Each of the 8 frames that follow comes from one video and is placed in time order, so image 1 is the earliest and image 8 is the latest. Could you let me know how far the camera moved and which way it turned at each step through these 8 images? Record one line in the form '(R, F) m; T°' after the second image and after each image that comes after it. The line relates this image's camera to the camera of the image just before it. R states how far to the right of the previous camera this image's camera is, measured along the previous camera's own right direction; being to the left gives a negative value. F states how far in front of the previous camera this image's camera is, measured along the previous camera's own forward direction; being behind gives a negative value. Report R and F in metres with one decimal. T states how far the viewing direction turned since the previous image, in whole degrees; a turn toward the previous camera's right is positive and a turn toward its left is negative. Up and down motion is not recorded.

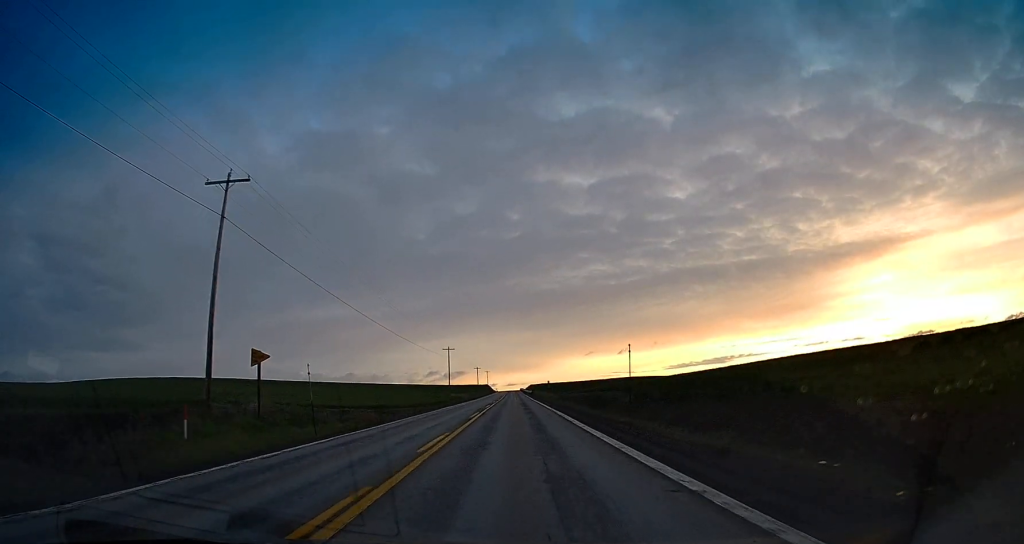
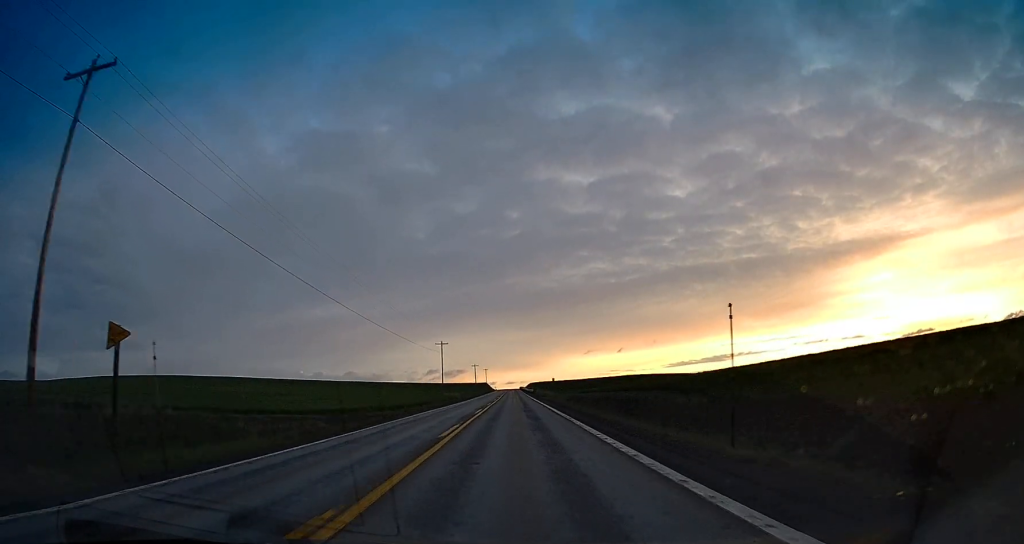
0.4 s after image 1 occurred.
(+0.2, +11.4) m; 0°
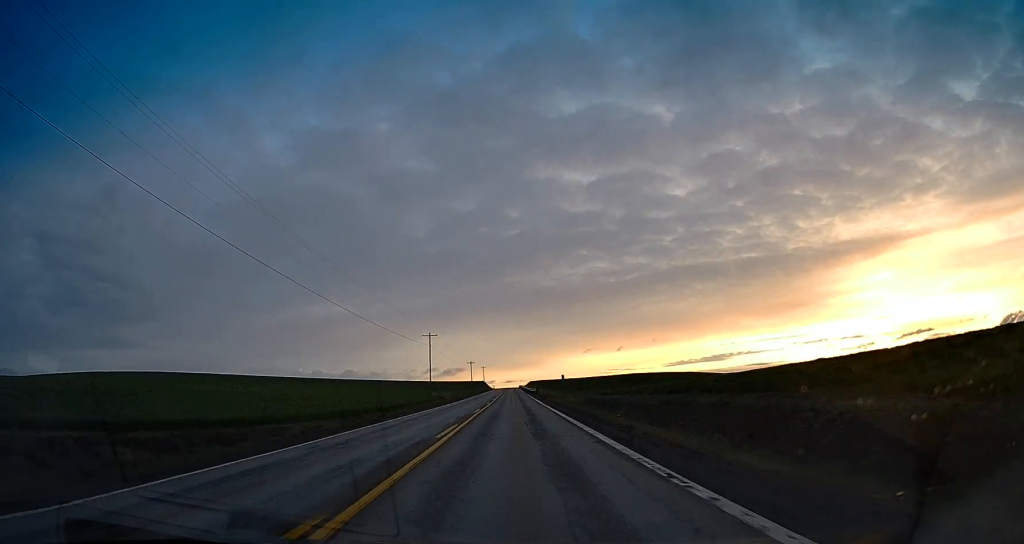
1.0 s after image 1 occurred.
(+0.4, +15.8) m; 0°
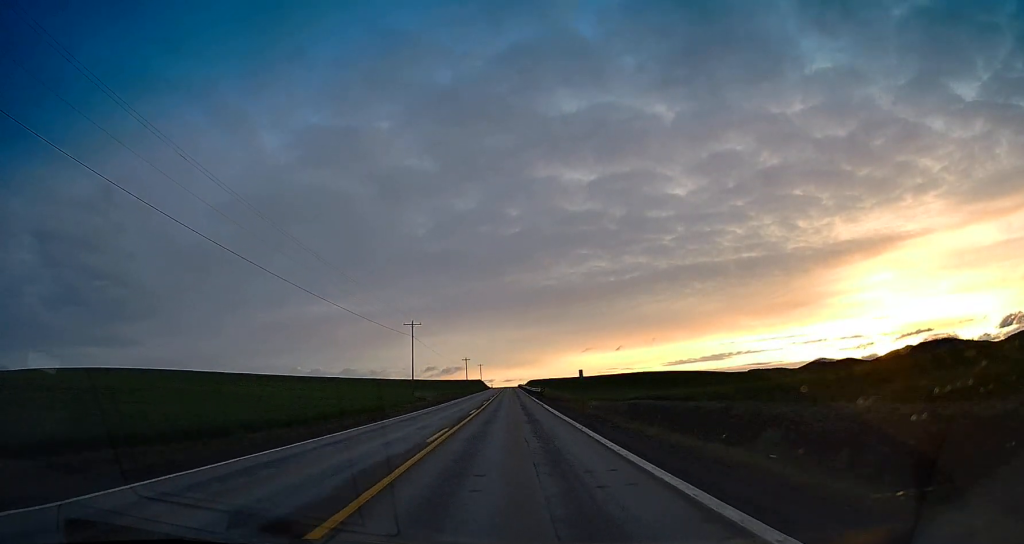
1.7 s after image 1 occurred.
(-0.4, +16.6) m; 0°
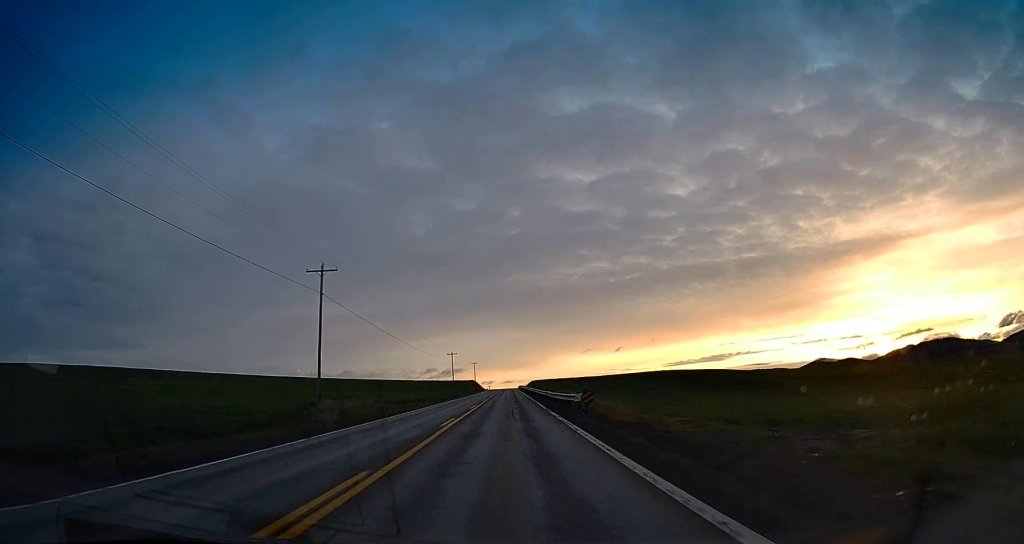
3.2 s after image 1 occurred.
(0.0, +40.0) m; +1°
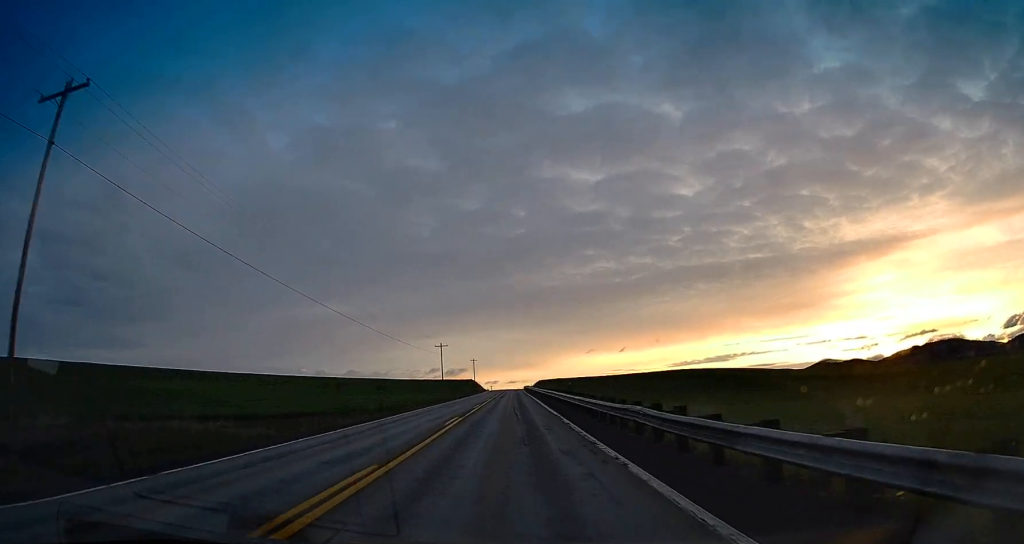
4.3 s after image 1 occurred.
(+0.2, +29.6) m; +1°
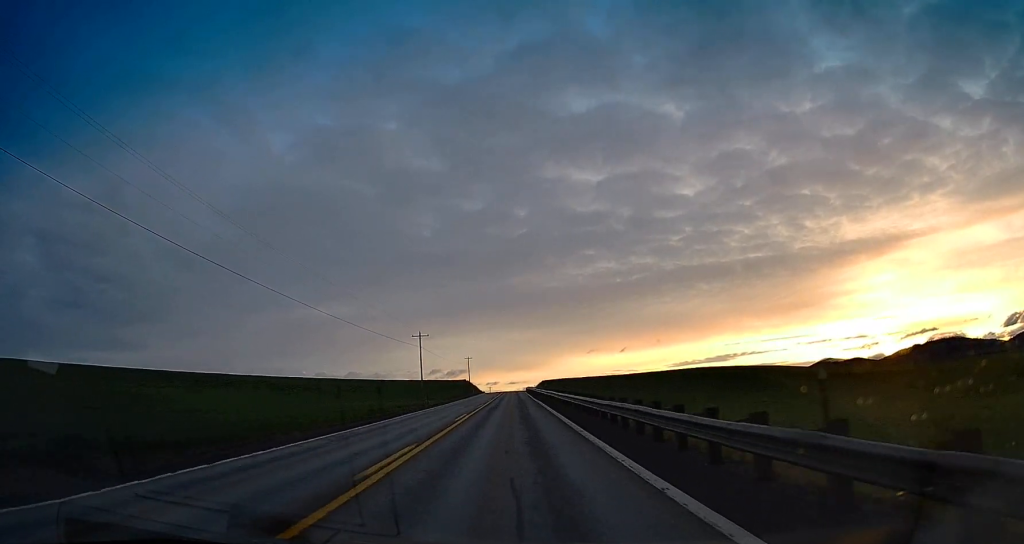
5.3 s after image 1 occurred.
(+0.1, +26.3) m; 0°
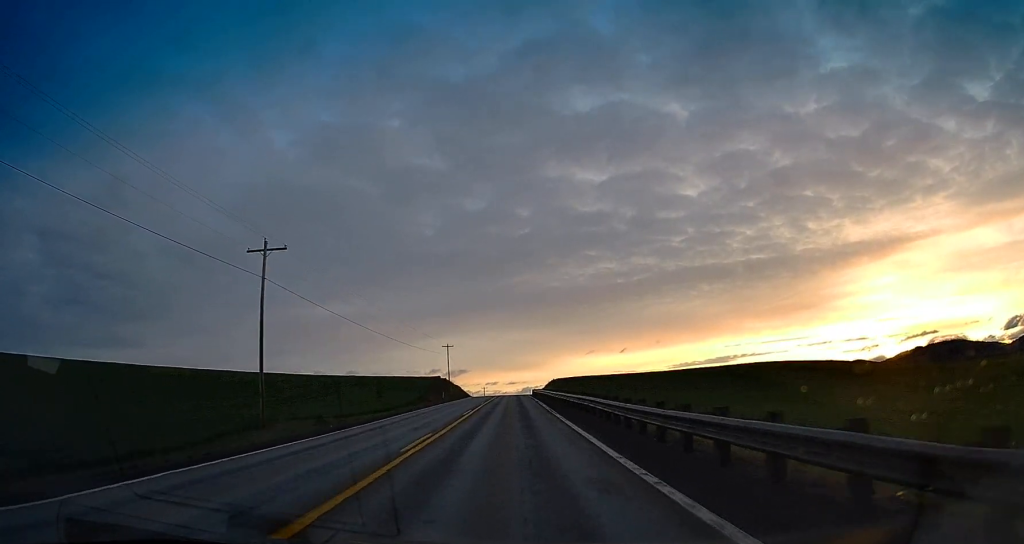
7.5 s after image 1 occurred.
(-0.5, +57.0) m; -1°
